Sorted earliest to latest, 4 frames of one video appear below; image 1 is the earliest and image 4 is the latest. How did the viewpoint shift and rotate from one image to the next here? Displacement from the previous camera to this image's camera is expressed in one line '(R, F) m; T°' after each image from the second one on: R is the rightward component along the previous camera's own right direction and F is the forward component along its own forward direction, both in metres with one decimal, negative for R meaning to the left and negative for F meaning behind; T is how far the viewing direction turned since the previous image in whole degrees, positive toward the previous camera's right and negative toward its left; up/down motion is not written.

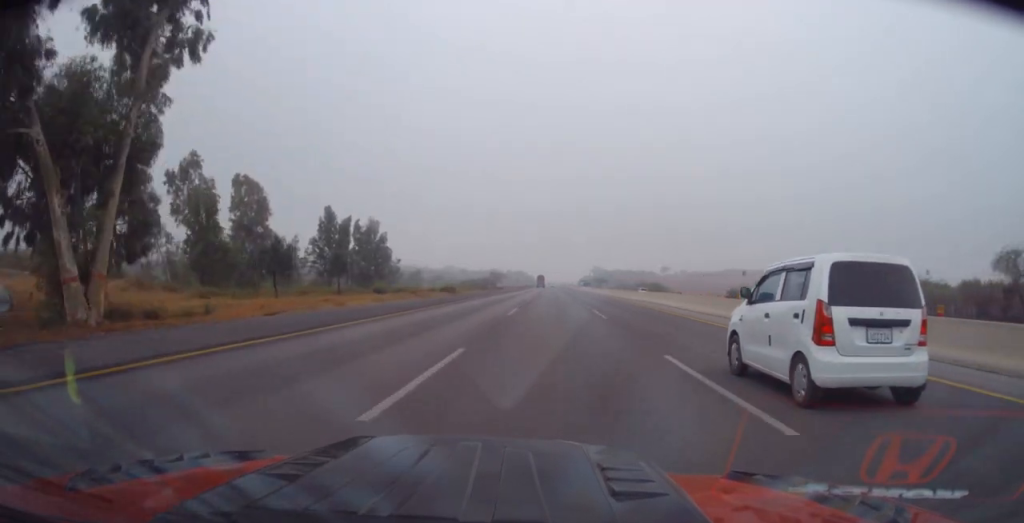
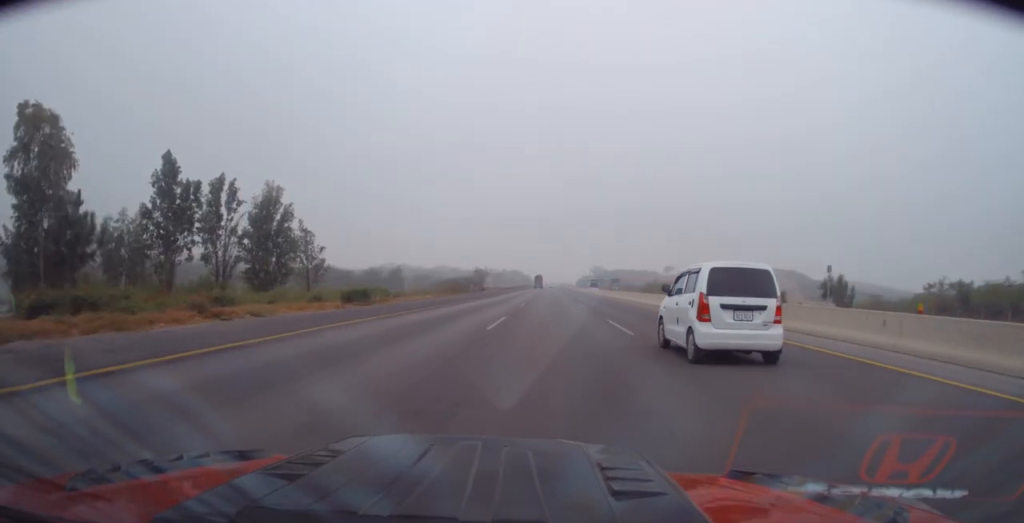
(-0.1, +25.4) m; 0°
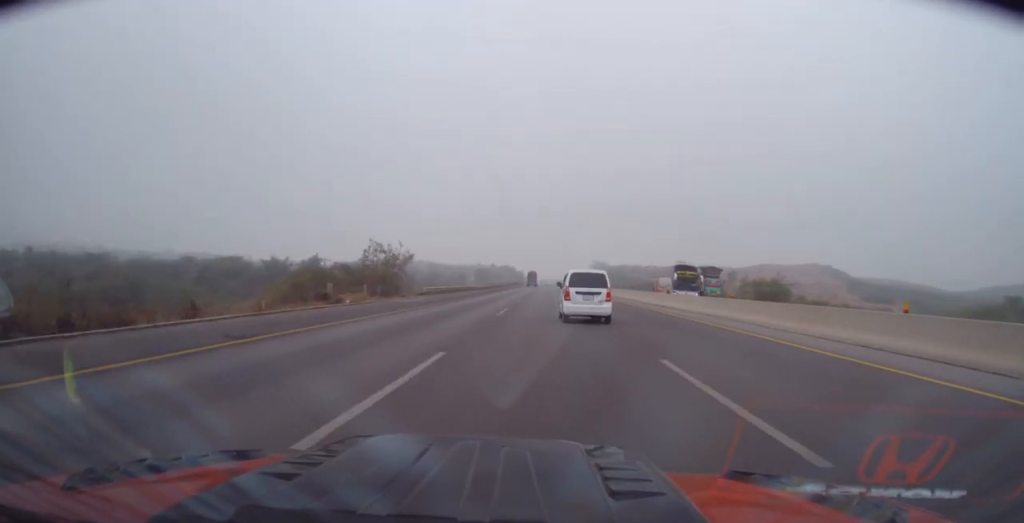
(-0.6, +65.5) m; 0°
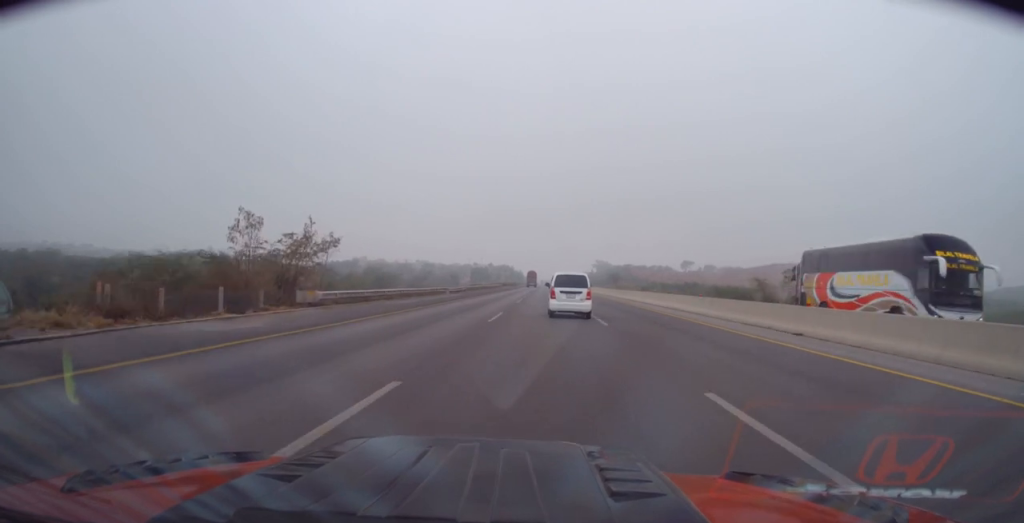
(+0.6, +20.8) m; 0°
